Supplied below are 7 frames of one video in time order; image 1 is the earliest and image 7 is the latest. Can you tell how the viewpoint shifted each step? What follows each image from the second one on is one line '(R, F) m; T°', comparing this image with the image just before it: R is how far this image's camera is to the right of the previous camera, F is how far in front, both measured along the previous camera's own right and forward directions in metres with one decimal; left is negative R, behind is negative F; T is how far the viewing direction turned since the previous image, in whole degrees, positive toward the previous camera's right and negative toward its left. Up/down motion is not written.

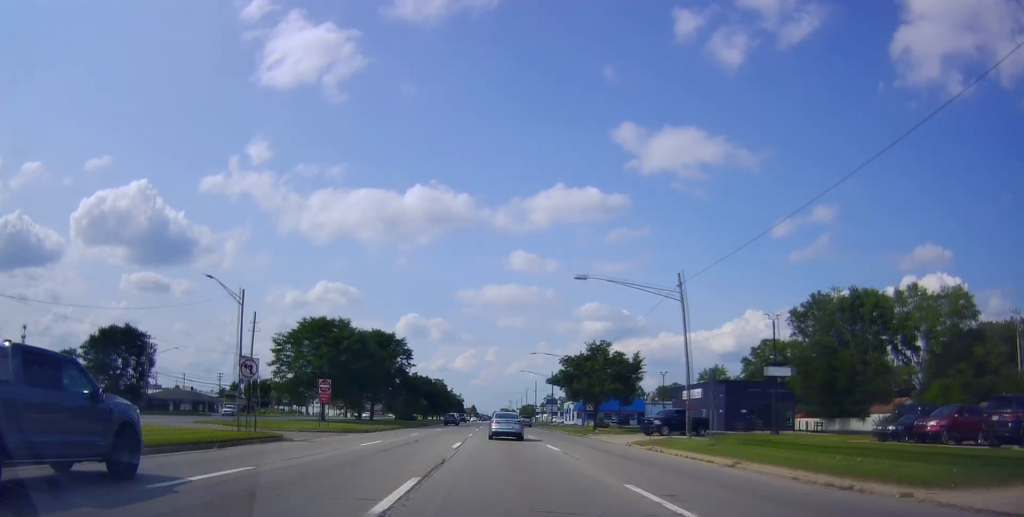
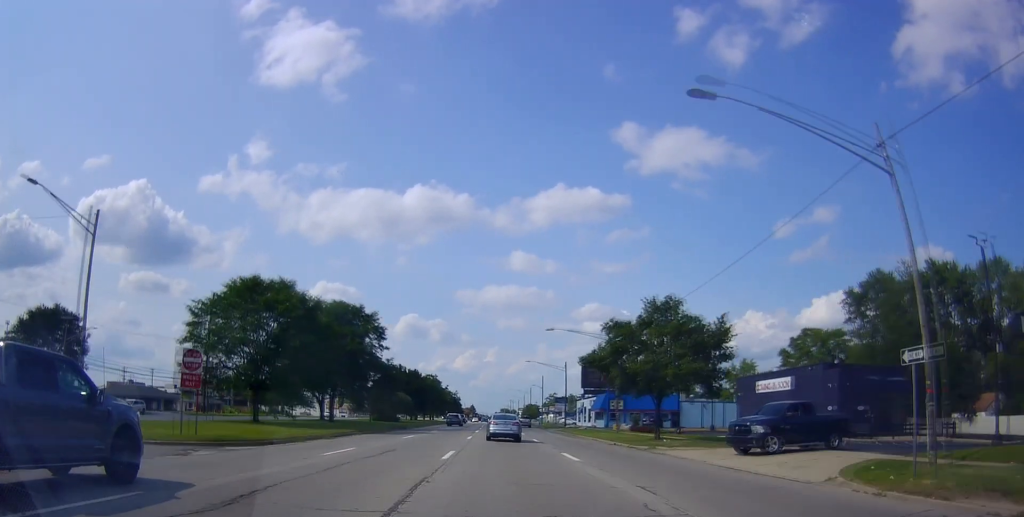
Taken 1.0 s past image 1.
(+0.4, +20.6) m; 0°
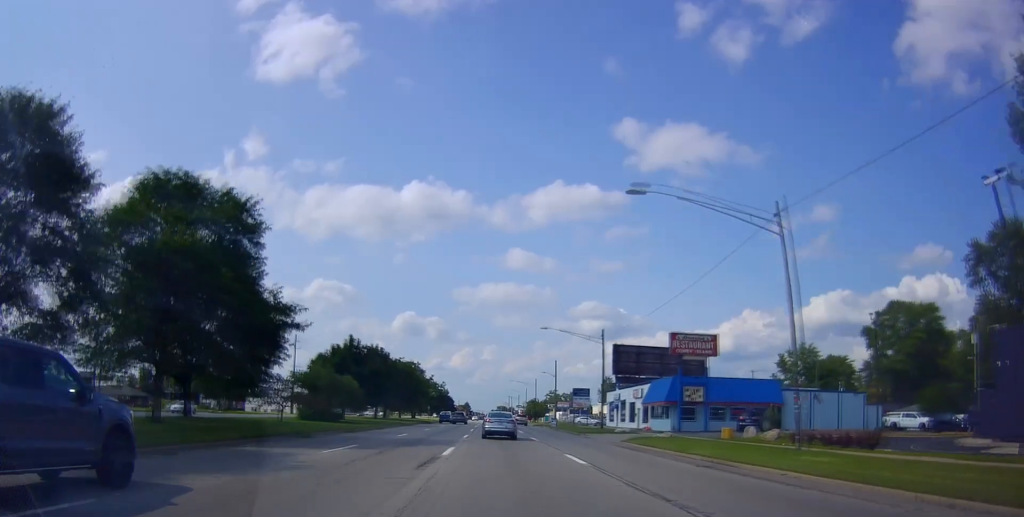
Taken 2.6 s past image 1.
(-0.3, +32.8) m; 0°
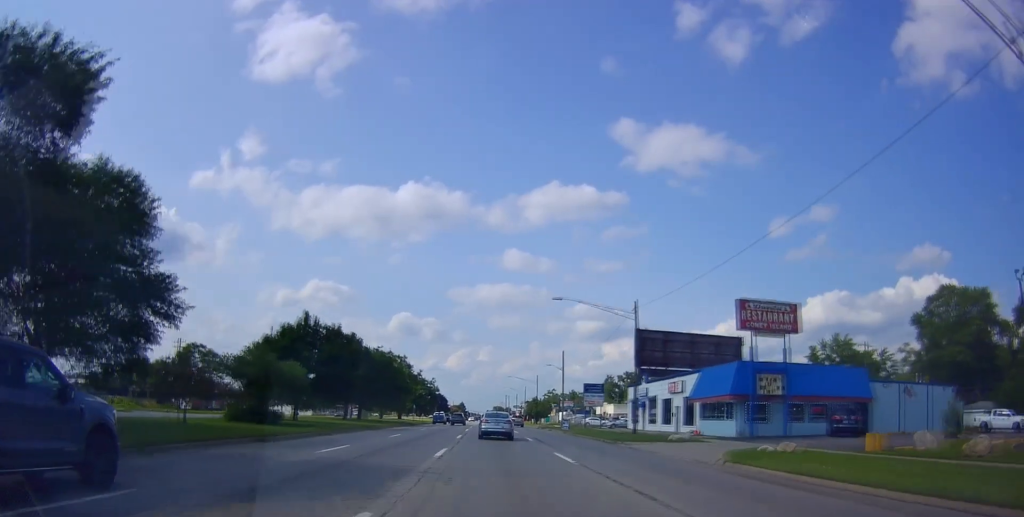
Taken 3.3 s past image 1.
(+0.2, +14.9) m; +1°
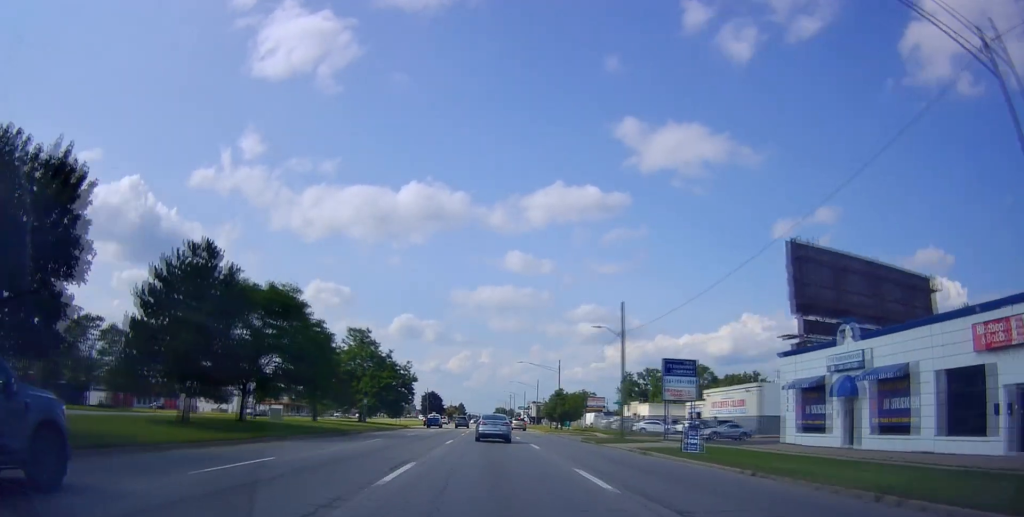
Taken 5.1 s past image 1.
(-1.3, +37.0) m; -2°
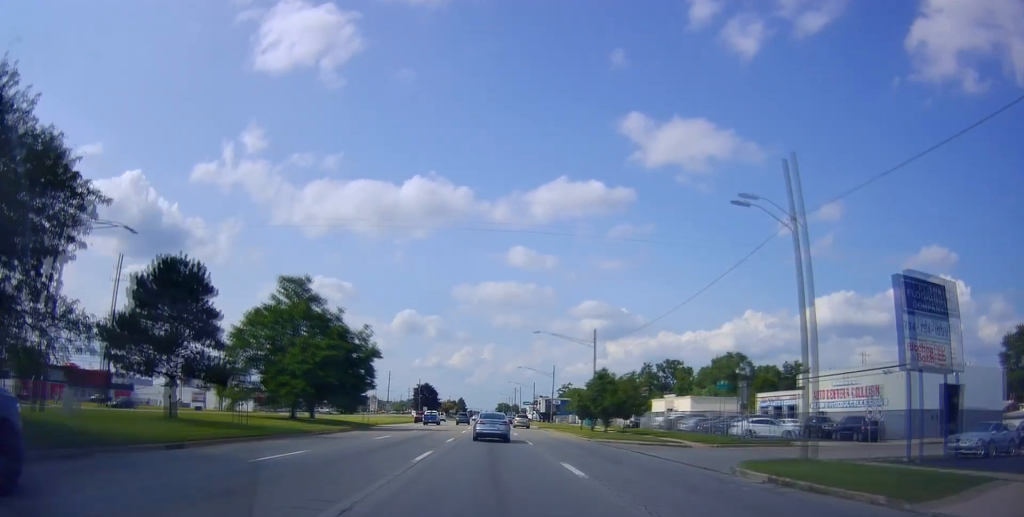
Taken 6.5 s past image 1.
(+0.9, +28.1) m; +2°
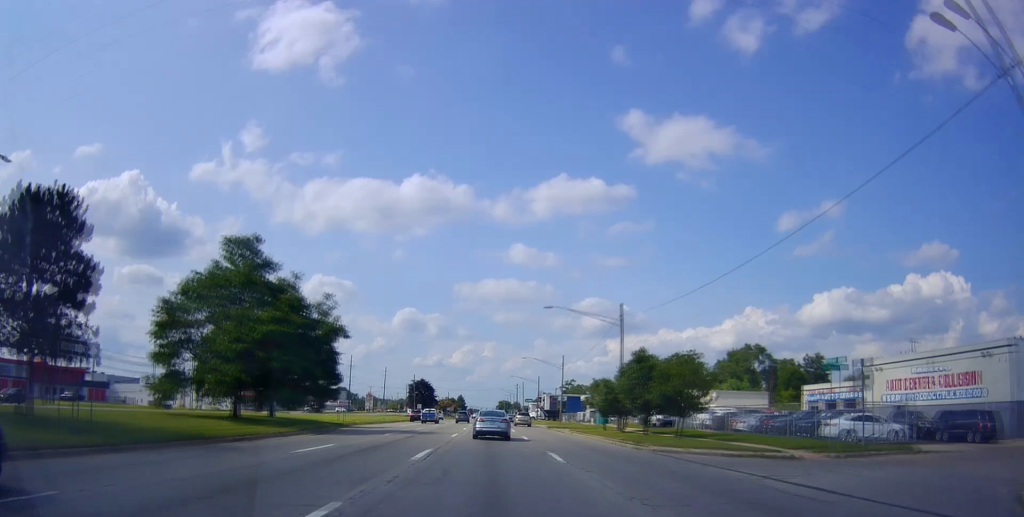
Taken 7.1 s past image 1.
(+0.1, +12.2) m; -1°
